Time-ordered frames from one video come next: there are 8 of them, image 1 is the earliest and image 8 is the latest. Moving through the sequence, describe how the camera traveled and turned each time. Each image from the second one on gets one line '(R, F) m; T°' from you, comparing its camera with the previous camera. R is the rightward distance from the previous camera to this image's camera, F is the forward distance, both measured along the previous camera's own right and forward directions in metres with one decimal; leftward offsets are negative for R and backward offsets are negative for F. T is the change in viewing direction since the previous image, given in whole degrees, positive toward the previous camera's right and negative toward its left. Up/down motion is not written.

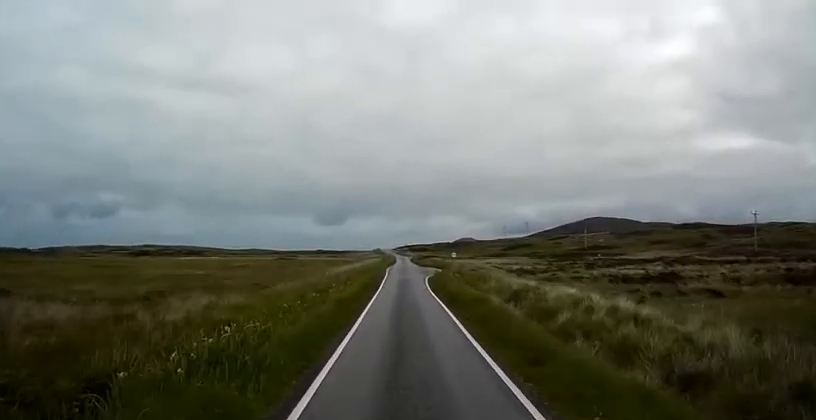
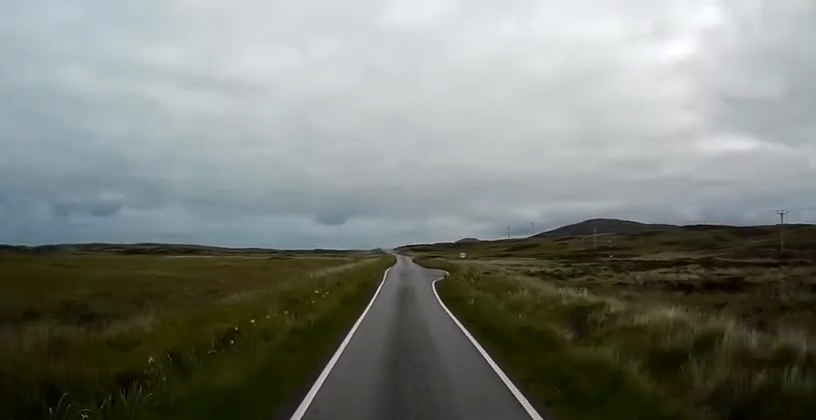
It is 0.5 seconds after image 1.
(+0.1, +7.0) m; +1°
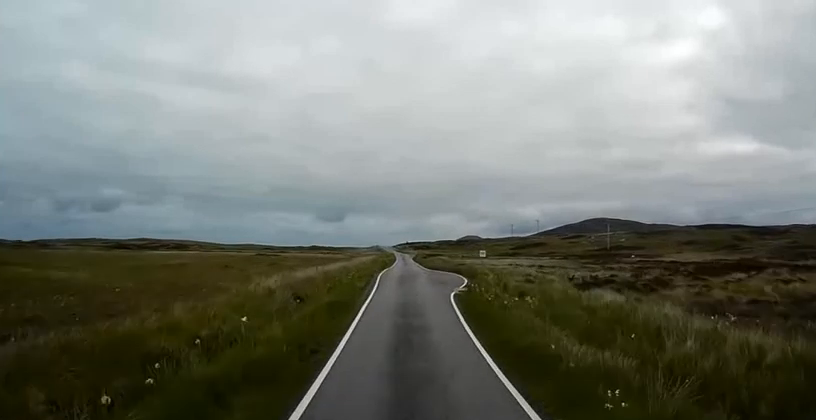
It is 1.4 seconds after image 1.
(+0.1, +15.2) m; 0°
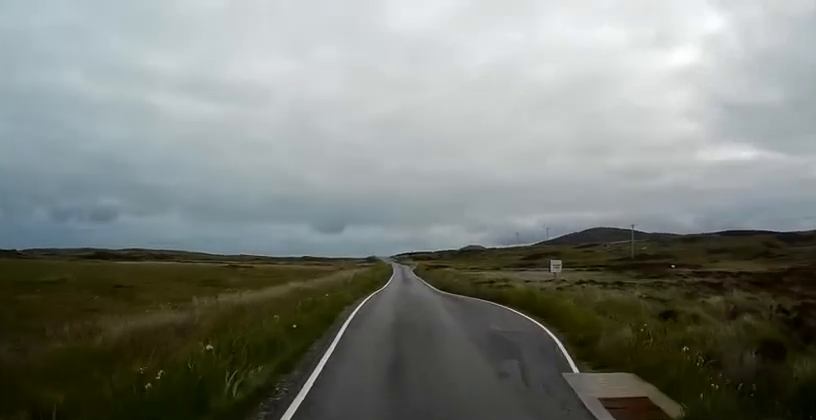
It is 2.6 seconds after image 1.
(0.0, +22.7) m; +1°
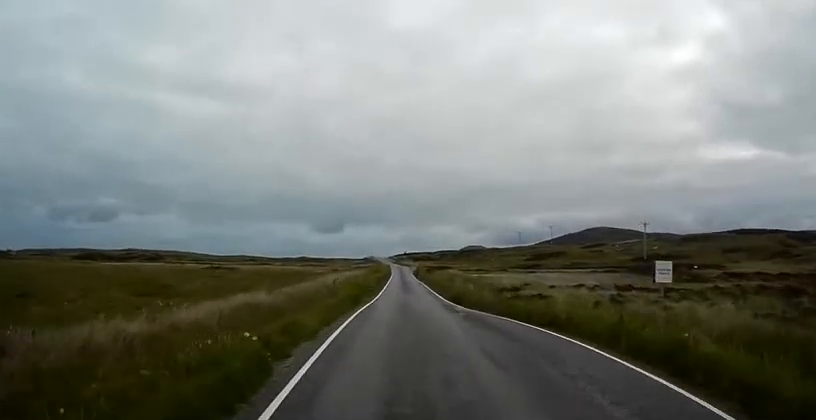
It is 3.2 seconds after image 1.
(+0.1, +9.9) m; 0°
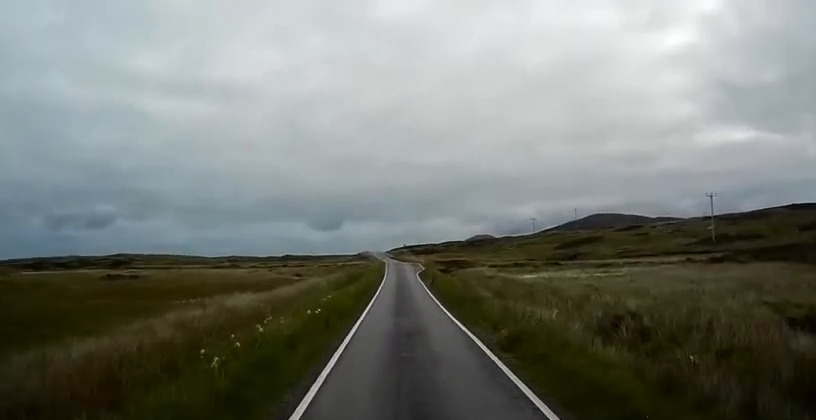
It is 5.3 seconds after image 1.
(-0.5, +37.4) m; -1°
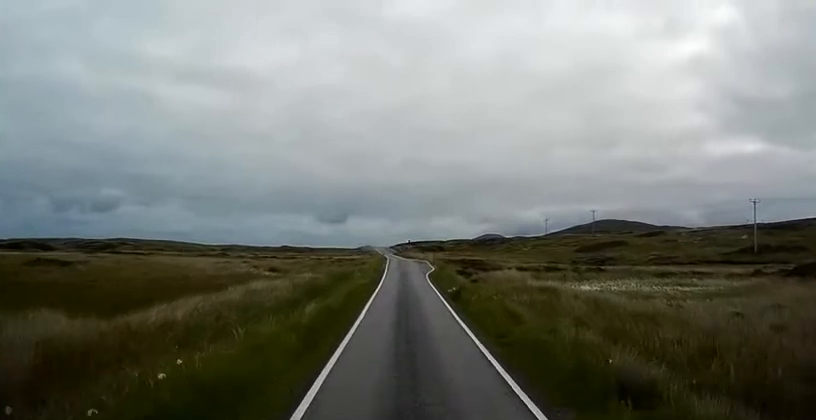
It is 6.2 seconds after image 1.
(0.0, +14.9) m; 0°
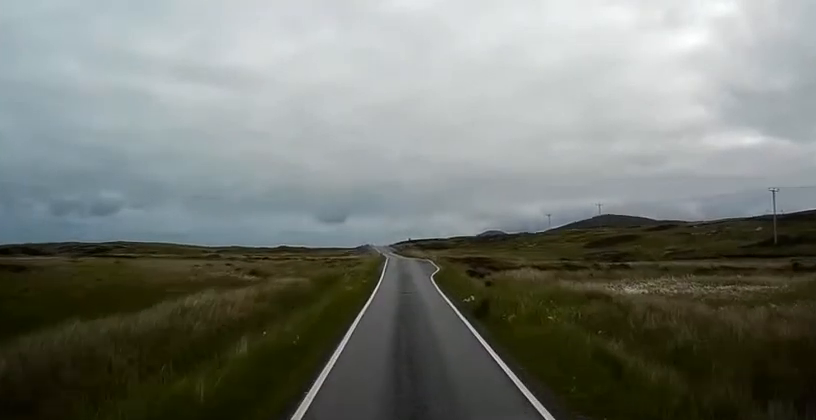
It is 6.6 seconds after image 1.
(+0.1, +6.7) m; 0°
